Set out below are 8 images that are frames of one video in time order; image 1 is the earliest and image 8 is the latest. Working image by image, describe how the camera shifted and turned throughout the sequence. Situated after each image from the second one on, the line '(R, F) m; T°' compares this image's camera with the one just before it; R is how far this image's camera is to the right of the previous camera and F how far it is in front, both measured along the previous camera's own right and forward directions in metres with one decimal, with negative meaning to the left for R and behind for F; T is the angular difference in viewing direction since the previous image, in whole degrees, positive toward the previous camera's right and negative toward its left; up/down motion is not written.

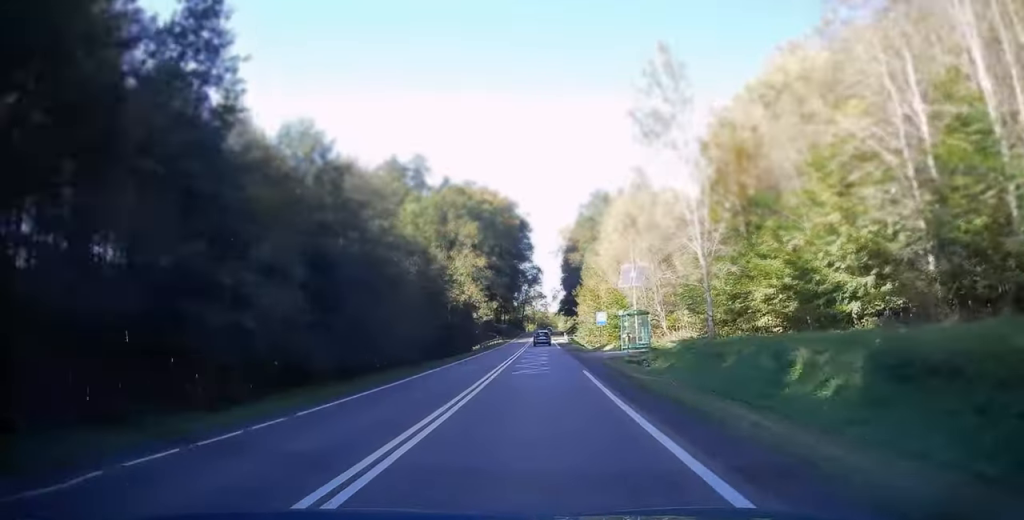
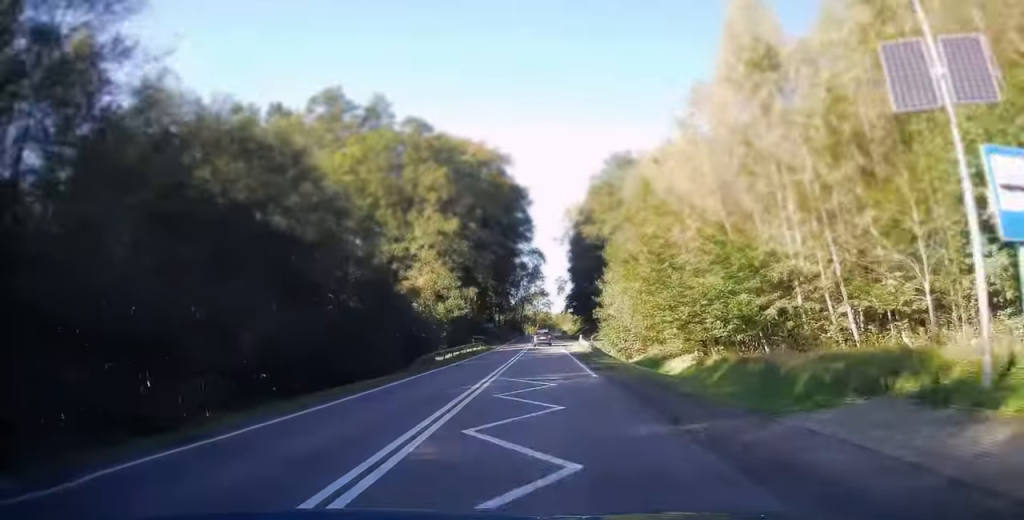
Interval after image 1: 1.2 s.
(0.0, +34.0) m; 0°
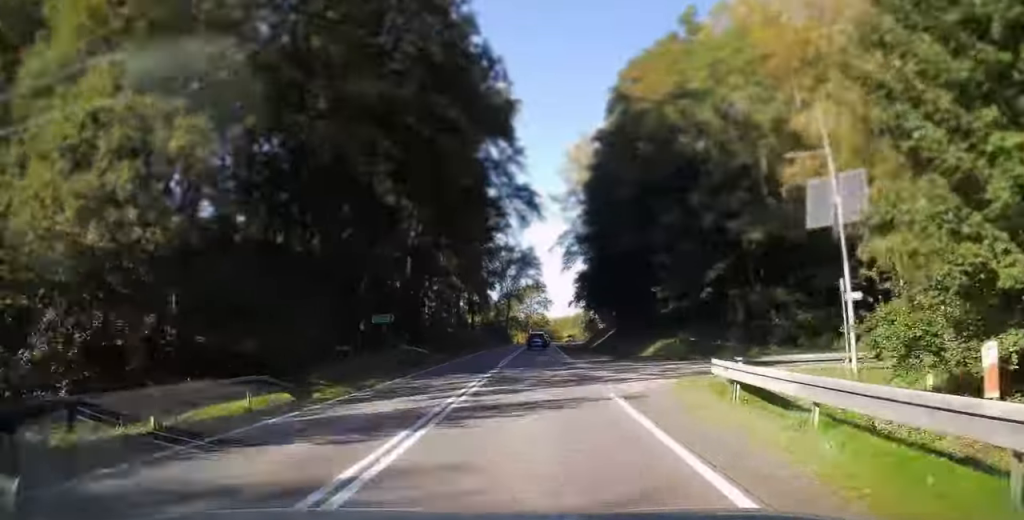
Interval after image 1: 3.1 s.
(+0.1, +51.8) m; 0°
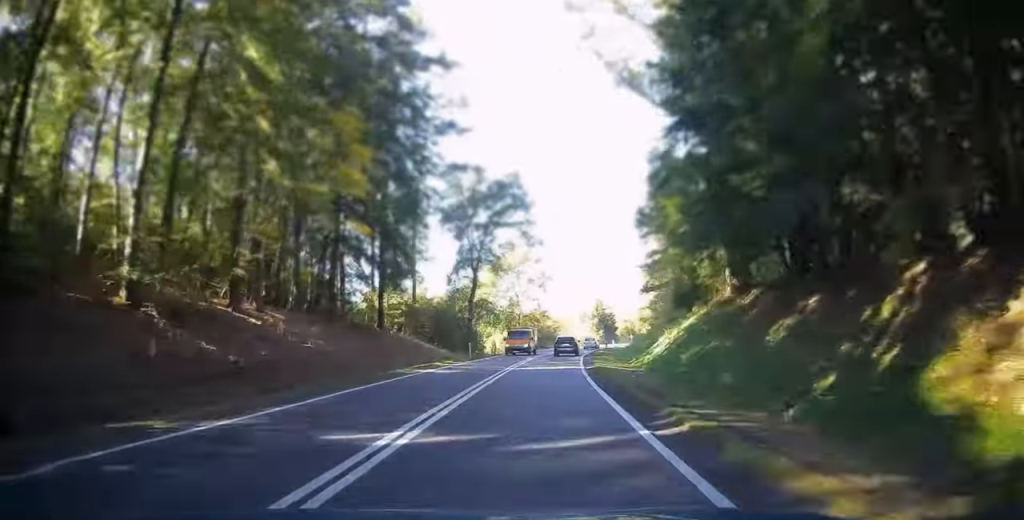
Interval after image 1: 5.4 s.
(+0.1, +61.5) m; +1°
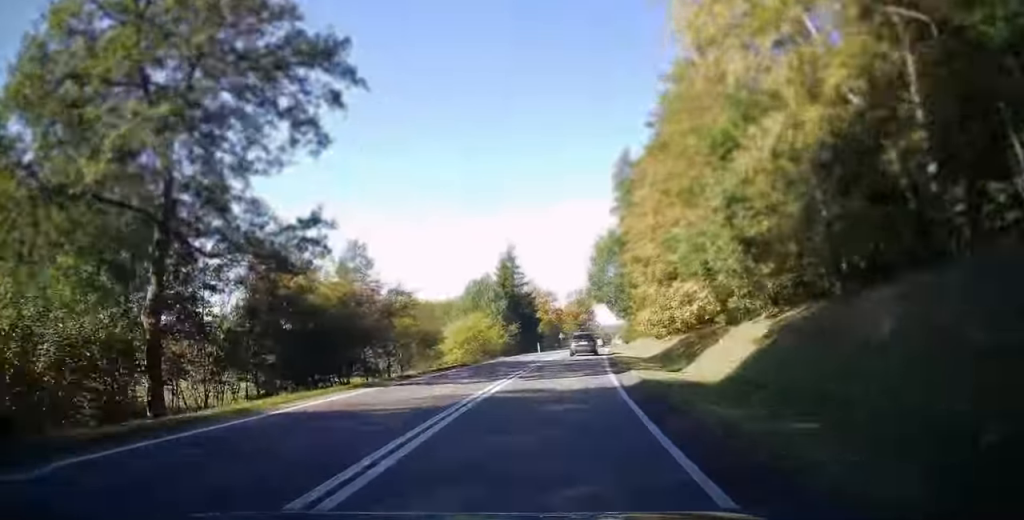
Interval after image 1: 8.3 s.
(+2.3, +73.5) m; +7°
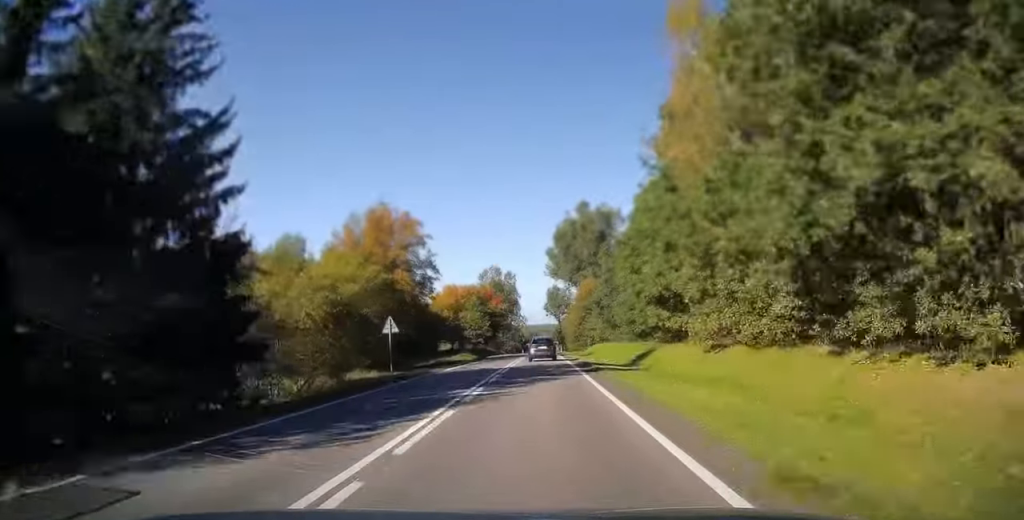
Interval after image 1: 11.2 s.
(+7.2, +74.0) m; +8°
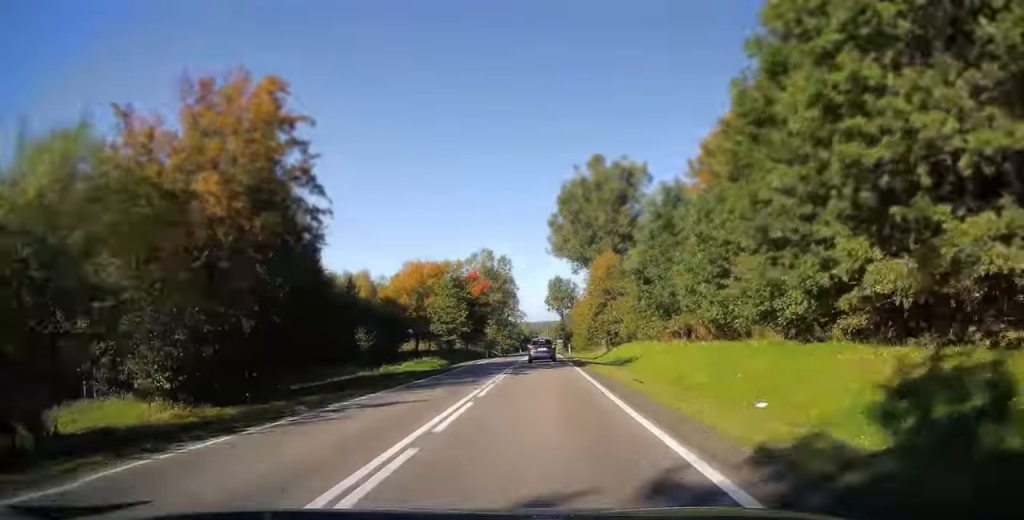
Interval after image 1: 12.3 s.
(+0.7, +27.1) m; +1°
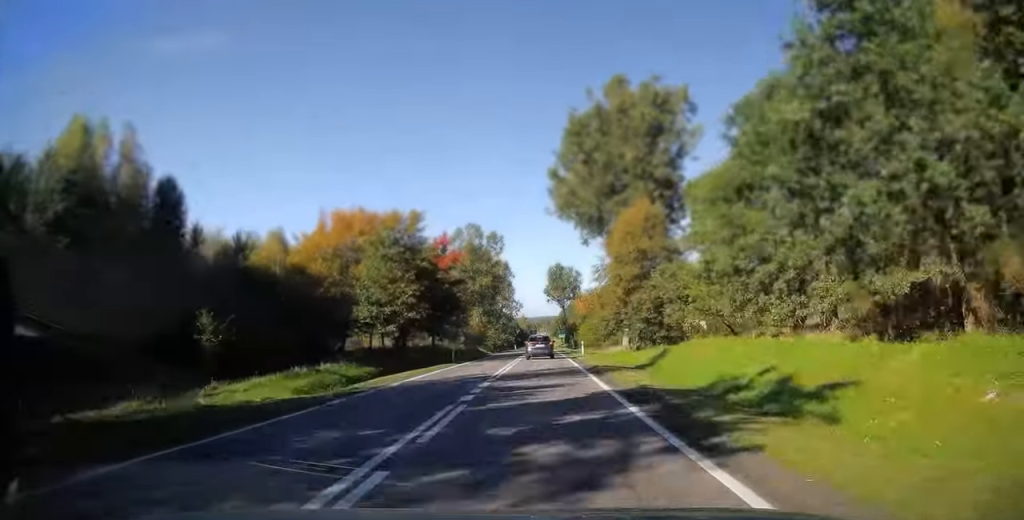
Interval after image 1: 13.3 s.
(+0.1, +24.5) m; 0°
